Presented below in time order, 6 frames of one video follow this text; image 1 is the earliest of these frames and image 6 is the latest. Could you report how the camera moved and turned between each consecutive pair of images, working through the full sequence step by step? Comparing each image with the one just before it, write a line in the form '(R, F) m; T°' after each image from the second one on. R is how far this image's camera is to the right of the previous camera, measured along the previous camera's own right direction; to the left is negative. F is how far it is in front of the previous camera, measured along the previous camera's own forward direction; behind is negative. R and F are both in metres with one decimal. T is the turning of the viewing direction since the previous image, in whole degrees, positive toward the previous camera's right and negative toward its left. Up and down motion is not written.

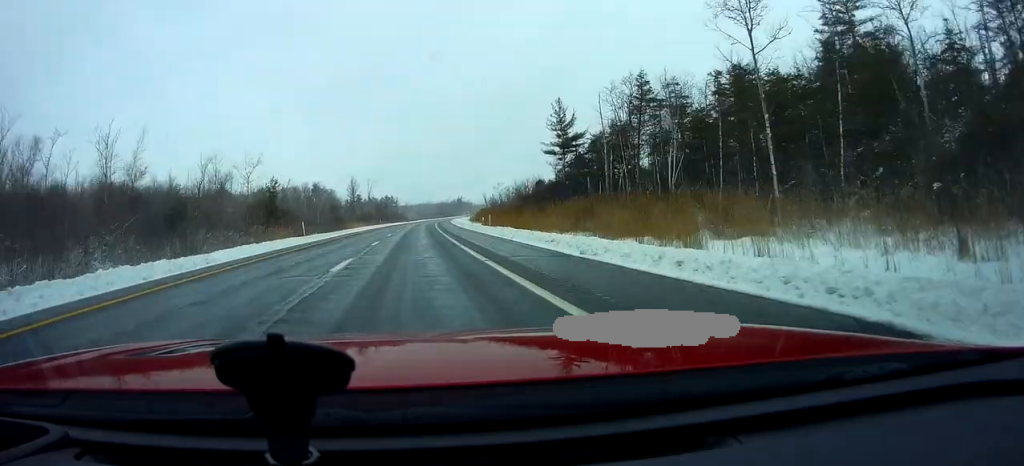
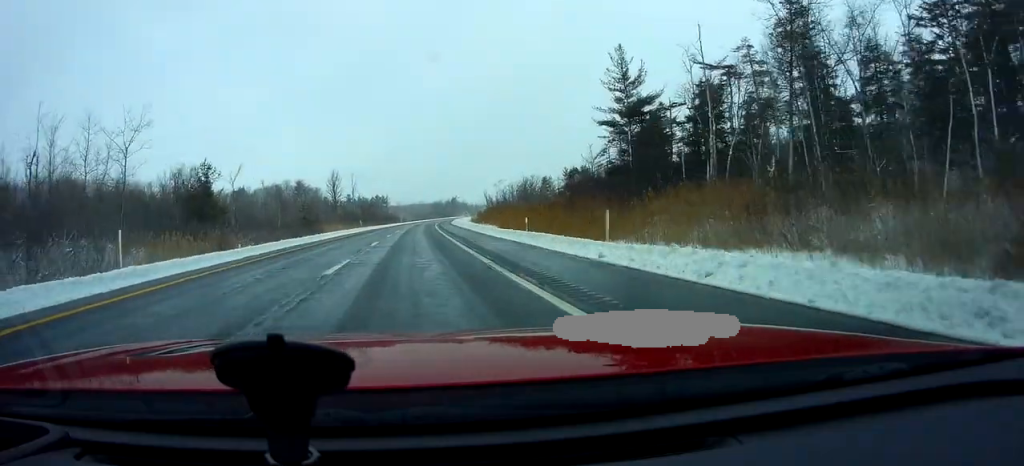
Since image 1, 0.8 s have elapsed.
(+0.4, +24.7) m; +1°
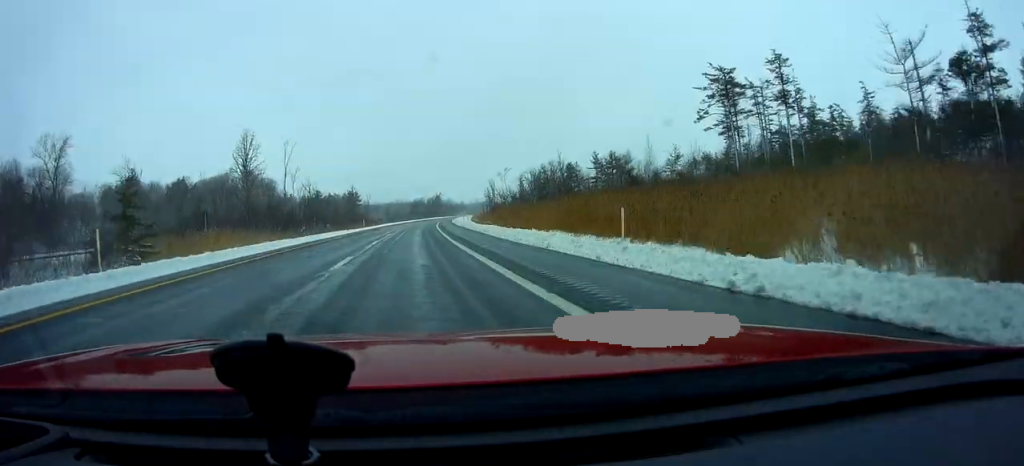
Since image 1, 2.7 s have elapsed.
(-0.1, +59.9) m; +1°
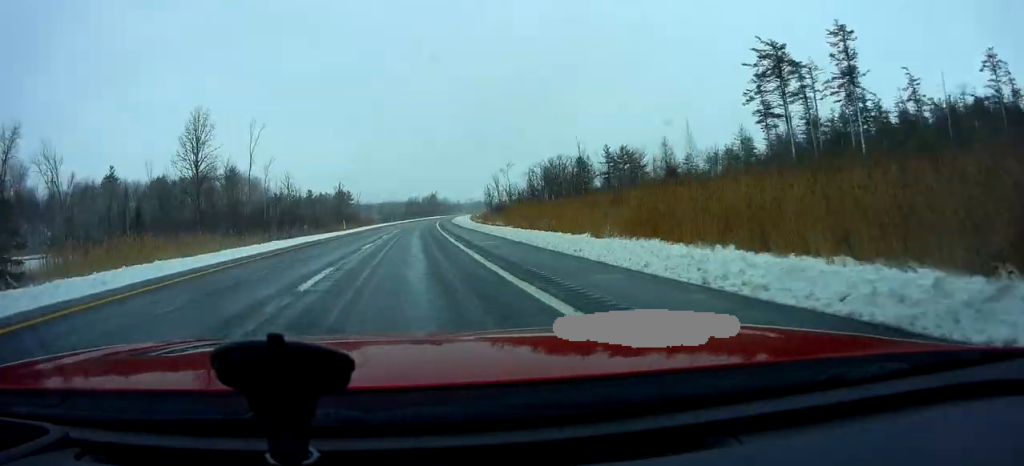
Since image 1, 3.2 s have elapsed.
(+0.3, +15.9) m; +1°
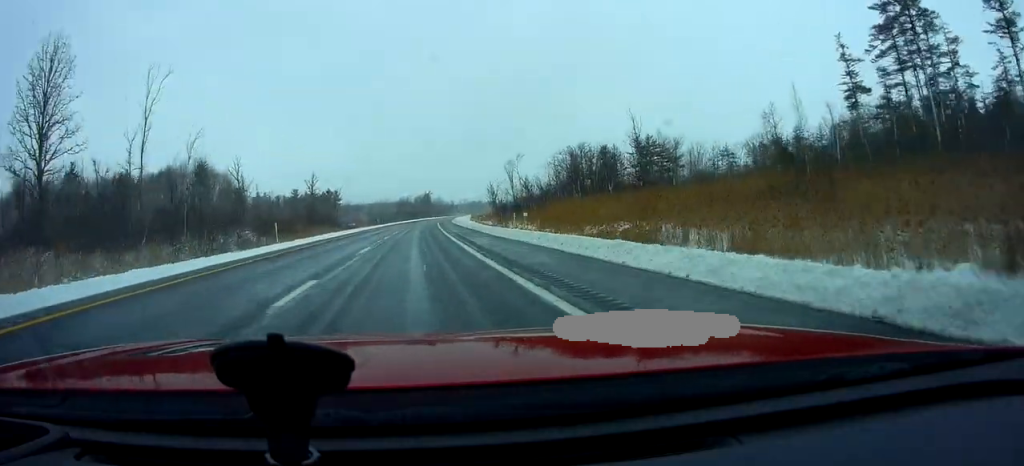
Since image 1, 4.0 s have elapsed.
(+0.4, +26.7) m; +2°
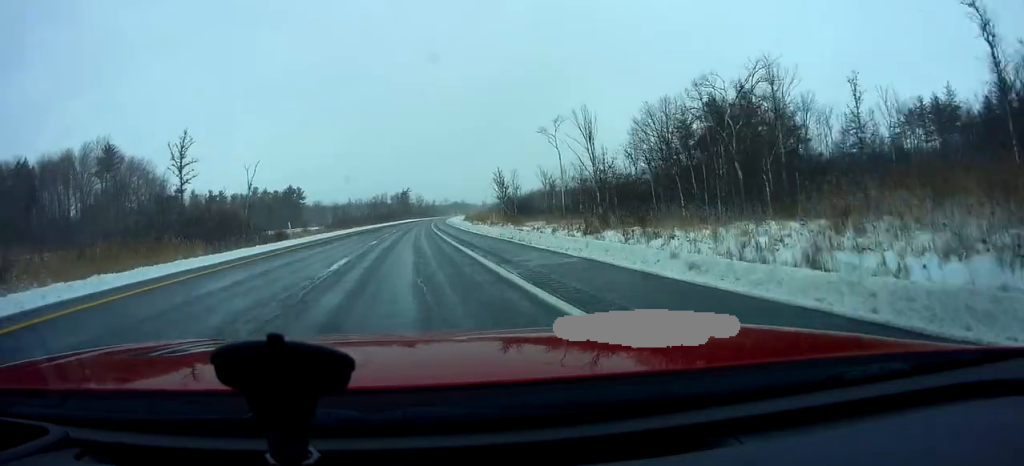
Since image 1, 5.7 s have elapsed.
(+0.8, +54.7) m; +1°
